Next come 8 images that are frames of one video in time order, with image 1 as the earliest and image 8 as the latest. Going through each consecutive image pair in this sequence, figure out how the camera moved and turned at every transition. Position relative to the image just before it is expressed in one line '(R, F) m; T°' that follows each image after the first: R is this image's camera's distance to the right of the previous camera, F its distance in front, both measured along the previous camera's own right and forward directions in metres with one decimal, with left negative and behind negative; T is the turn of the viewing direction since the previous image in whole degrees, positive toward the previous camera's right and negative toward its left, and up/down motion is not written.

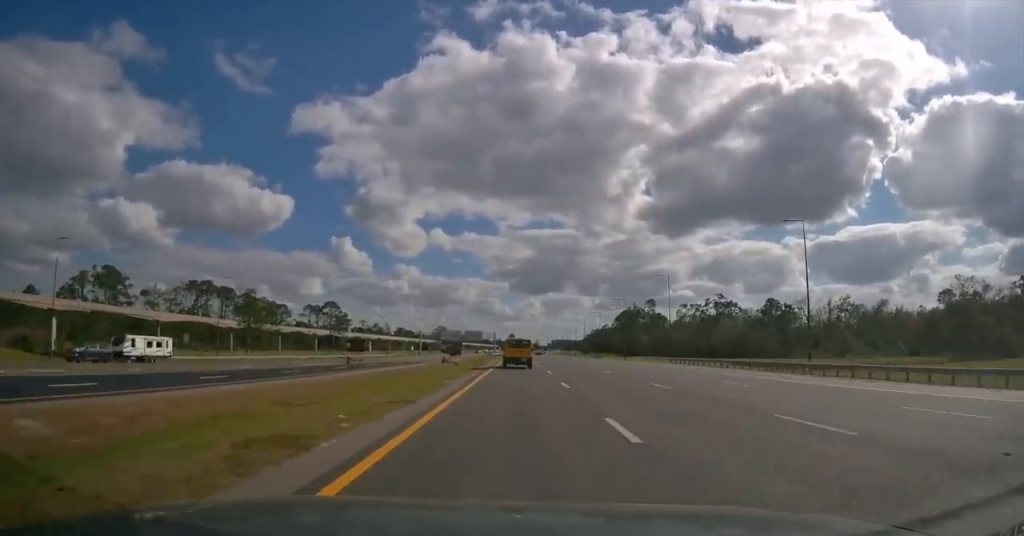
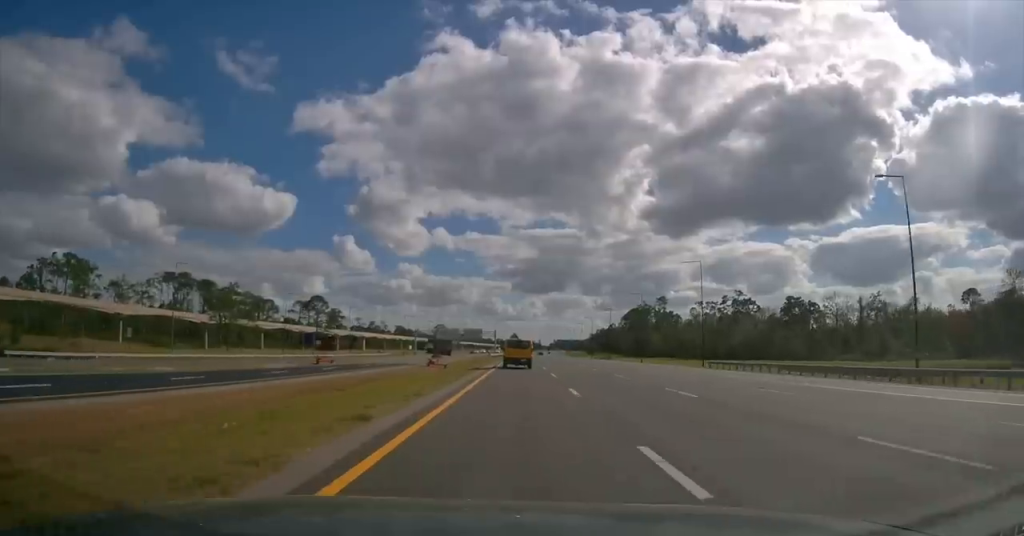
(0.0, +15.6) m; -1°
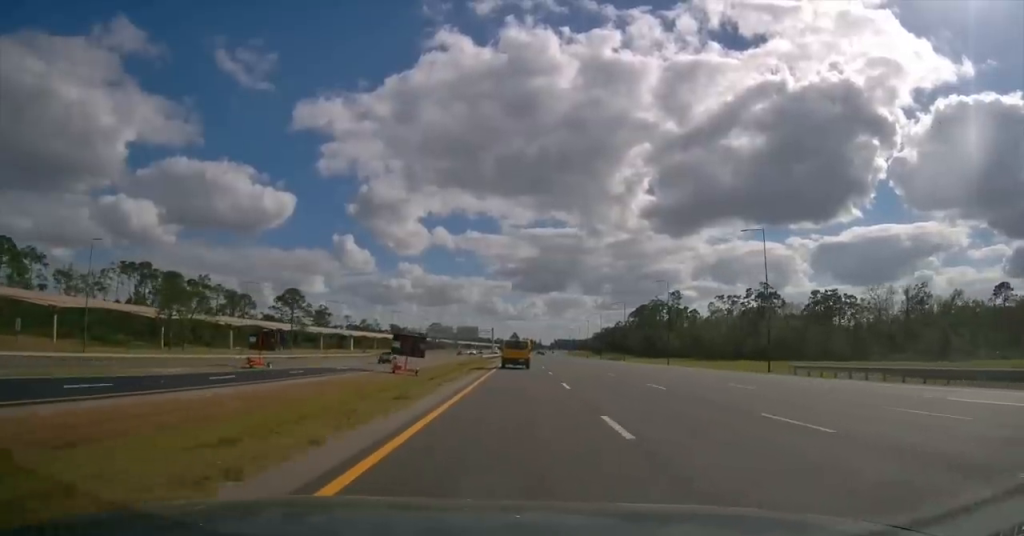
(-0.2, +20.7) m; 0°
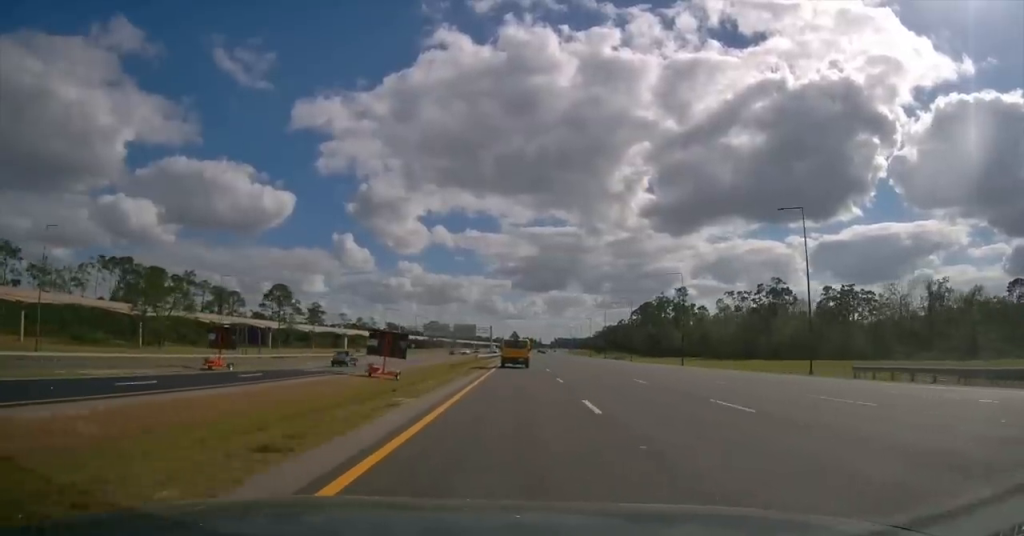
(0.0, +8.6) m; 0°
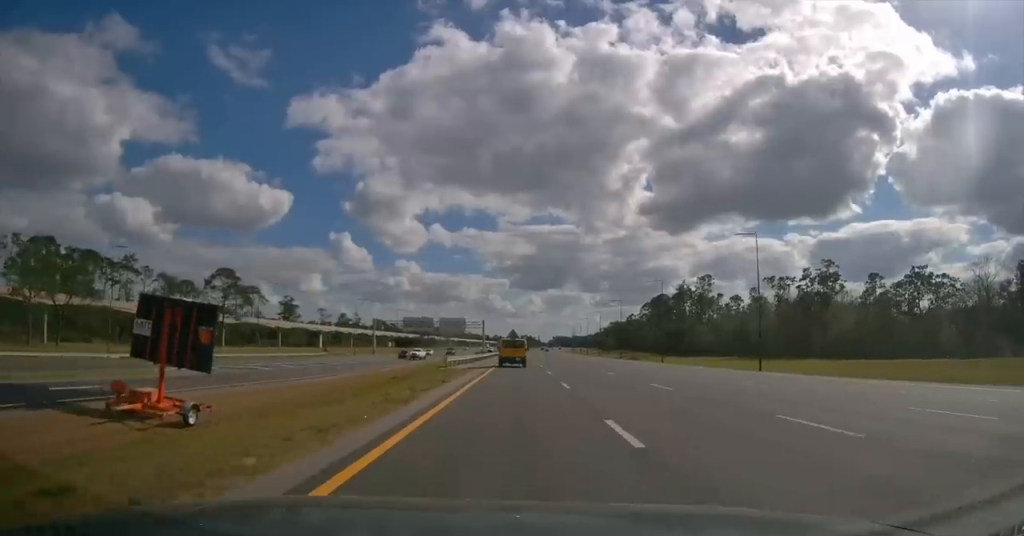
(+0.2, +29.2) m; +1°
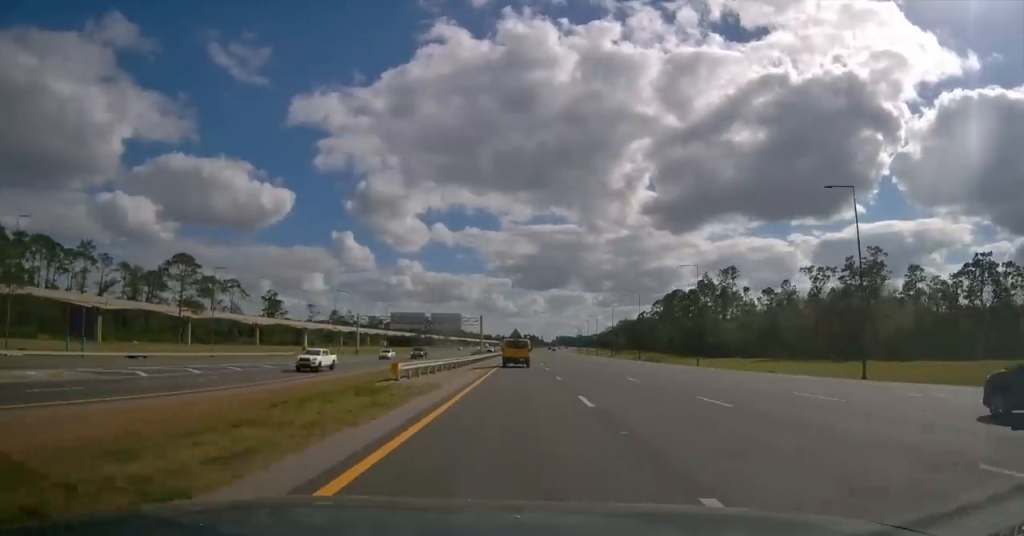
(+0.1, +18.3) m; 0°
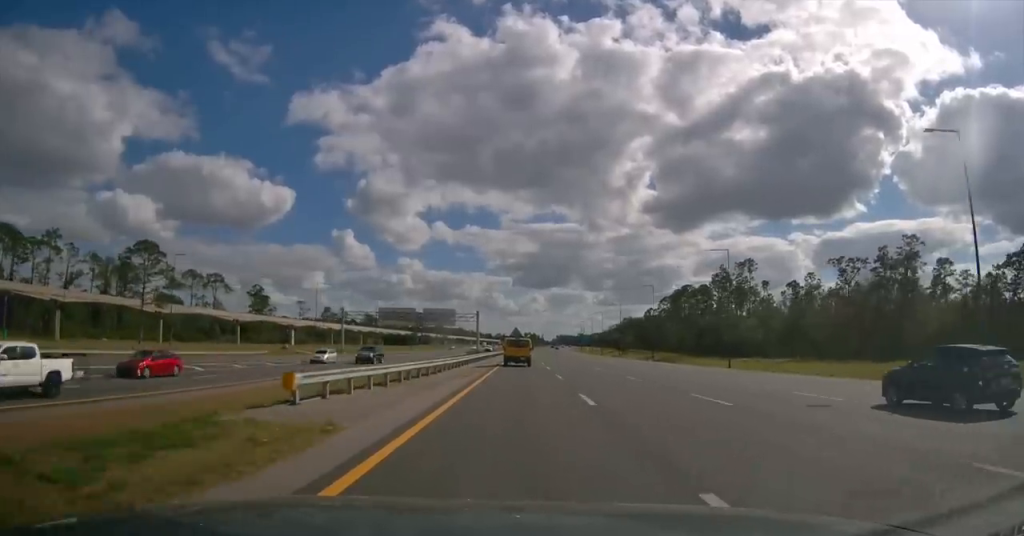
(0.0, +12.1) m; 0°
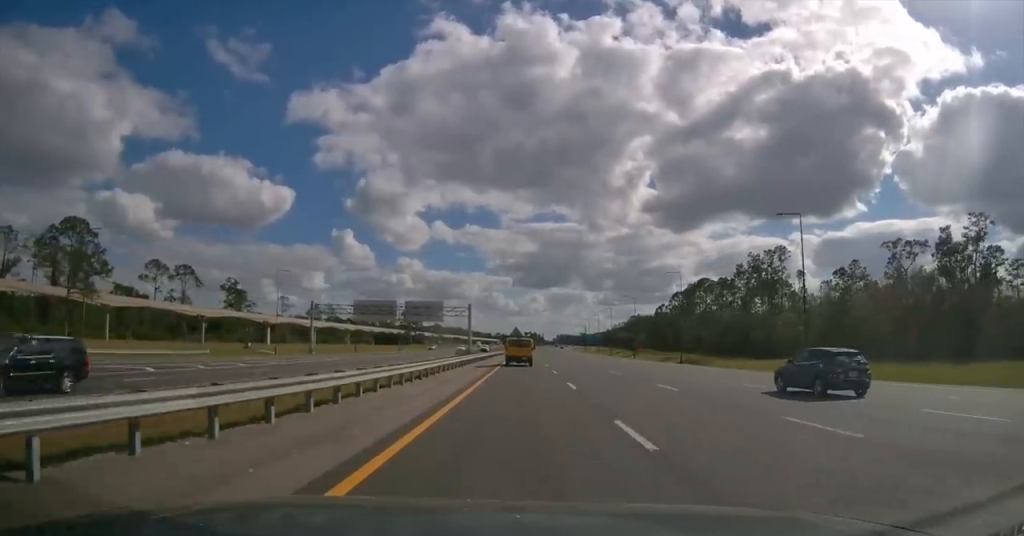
(0.0, +18.6) m; 0°
